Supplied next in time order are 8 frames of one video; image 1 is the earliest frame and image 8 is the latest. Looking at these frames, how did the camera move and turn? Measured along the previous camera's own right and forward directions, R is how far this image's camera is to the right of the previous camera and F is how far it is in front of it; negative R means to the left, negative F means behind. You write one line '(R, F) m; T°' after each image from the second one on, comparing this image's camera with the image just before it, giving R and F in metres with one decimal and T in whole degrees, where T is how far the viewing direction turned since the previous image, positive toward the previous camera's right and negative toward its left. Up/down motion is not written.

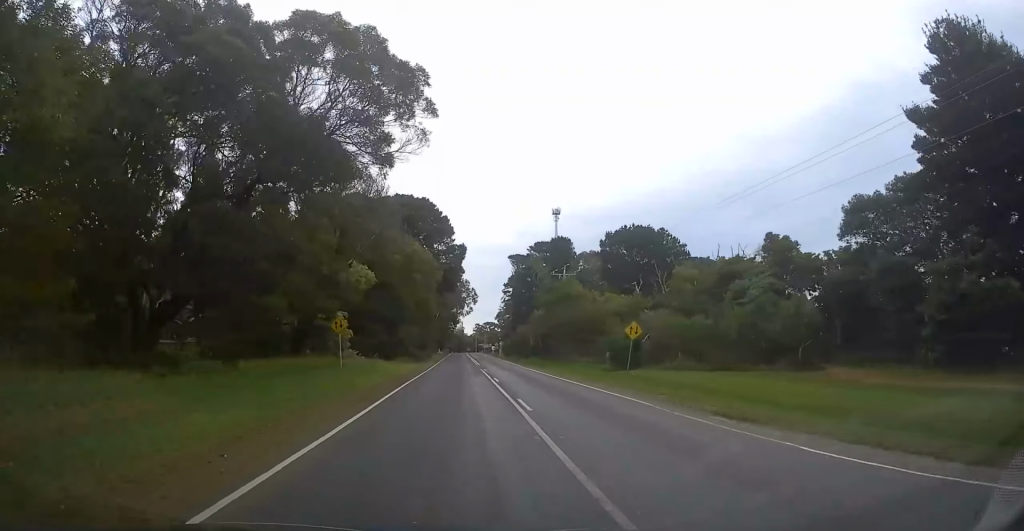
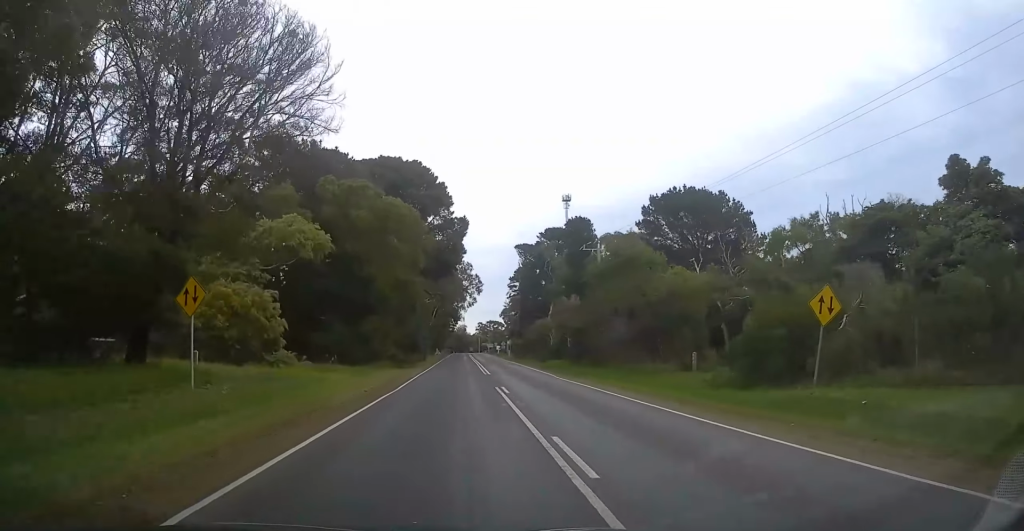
(-0.1, +18.1) m; 0°
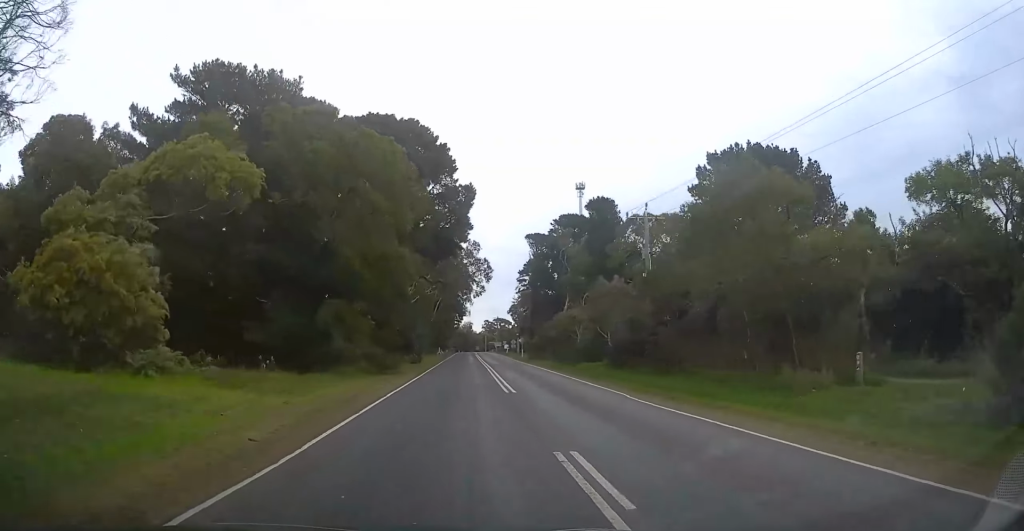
(-0.1, +13.3) m; +1°
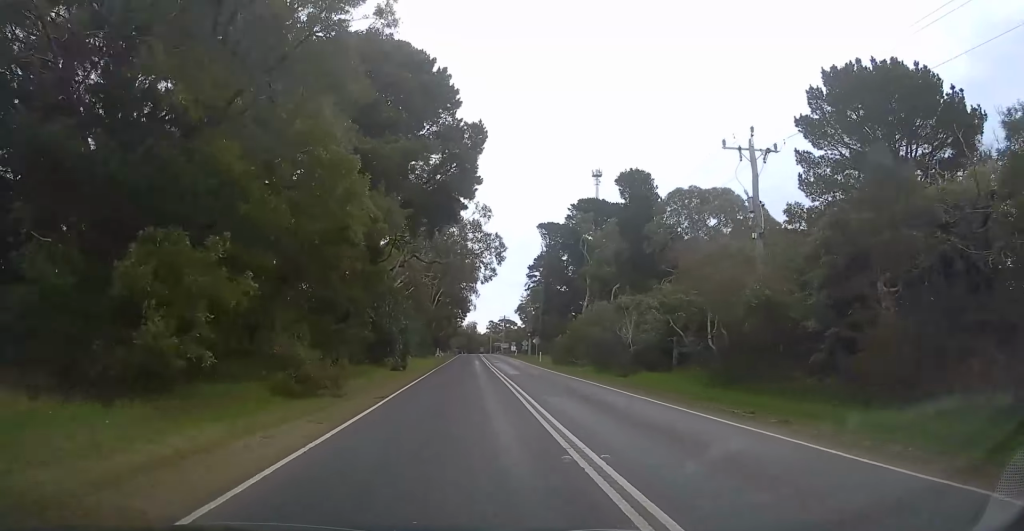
(+0.4, +16.4) m; 0°
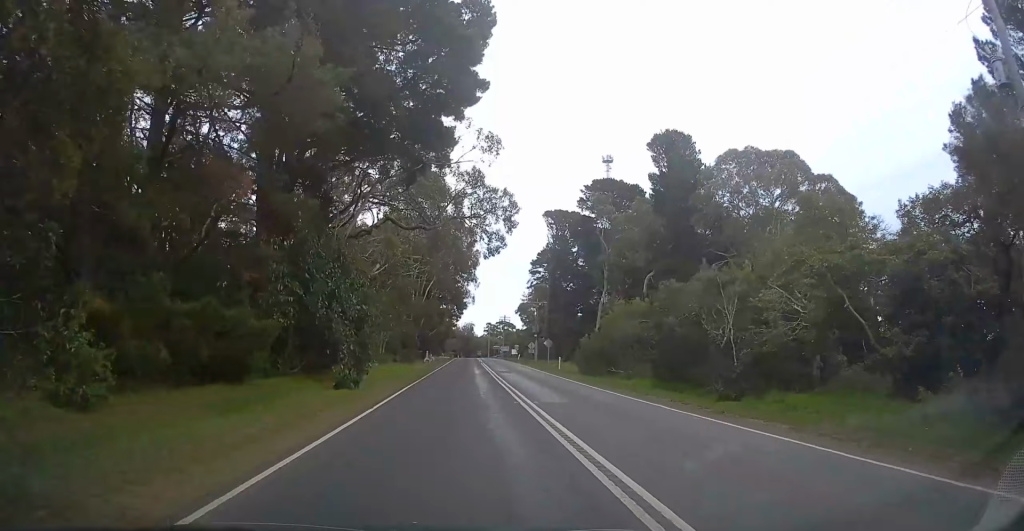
(-0.2, +15.6) m; -1°
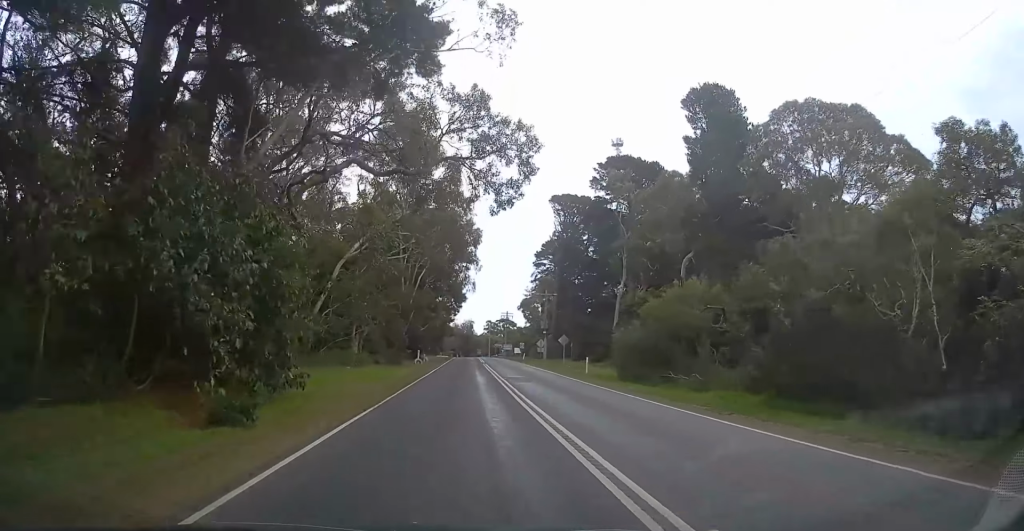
(-0.1, +11.3) m; -1°
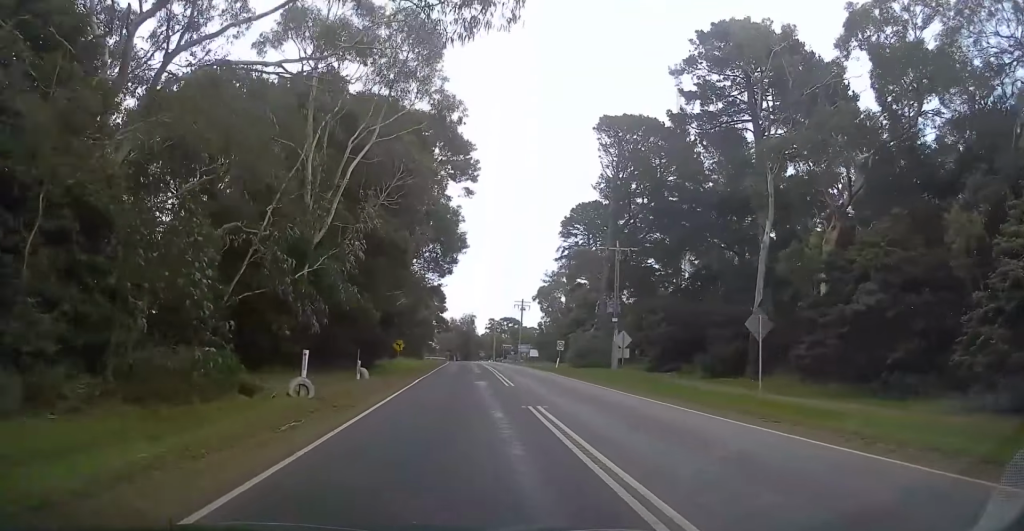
(-0.4, +39.6) m; 0°
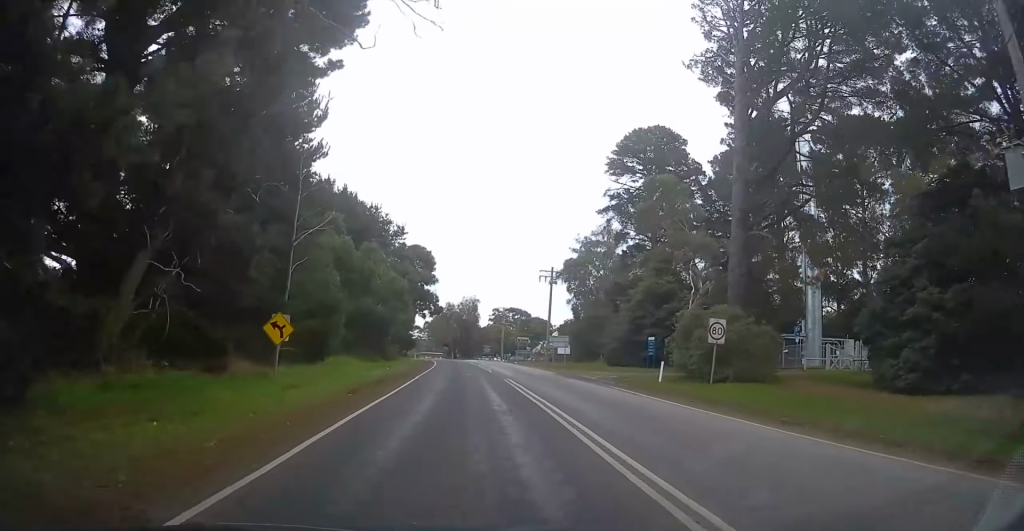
(+0.8, +35.2) m; +1°
